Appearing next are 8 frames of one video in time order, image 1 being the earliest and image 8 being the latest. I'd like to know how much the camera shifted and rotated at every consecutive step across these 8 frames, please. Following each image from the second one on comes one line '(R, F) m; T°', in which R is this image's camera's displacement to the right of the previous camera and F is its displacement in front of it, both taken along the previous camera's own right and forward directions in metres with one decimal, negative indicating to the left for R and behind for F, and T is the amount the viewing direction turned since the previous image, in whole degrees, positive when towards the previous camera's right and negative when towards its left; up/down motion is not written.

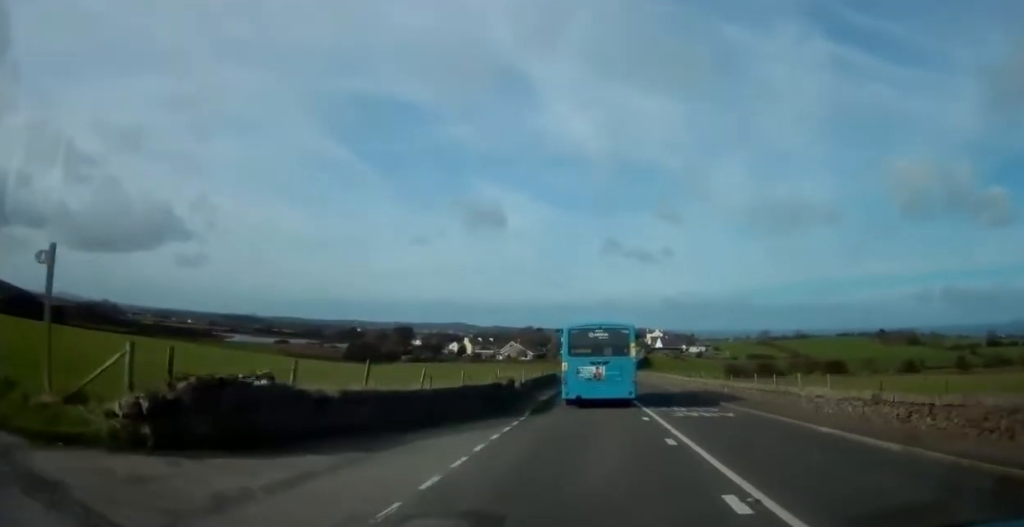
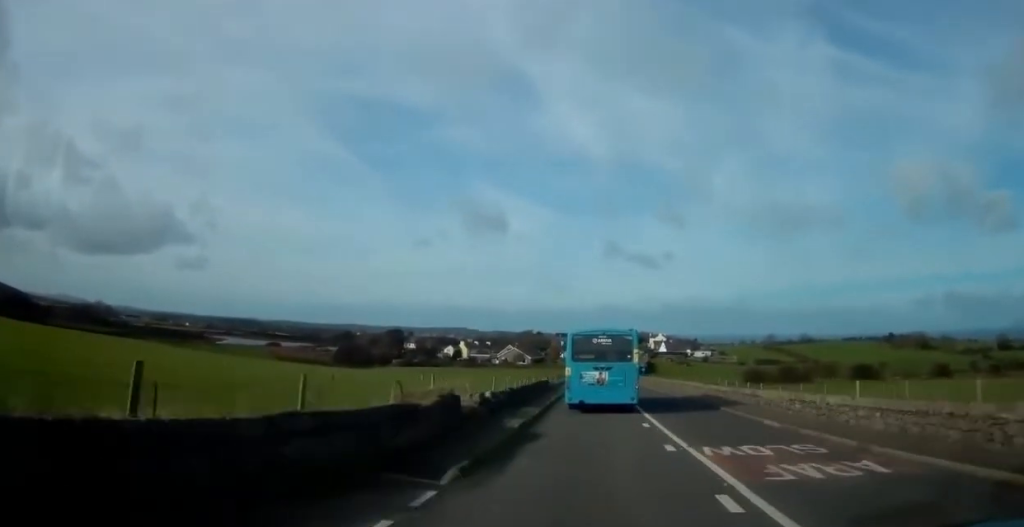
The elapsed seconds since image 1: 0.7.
(0.0, +11.1) m; +1°
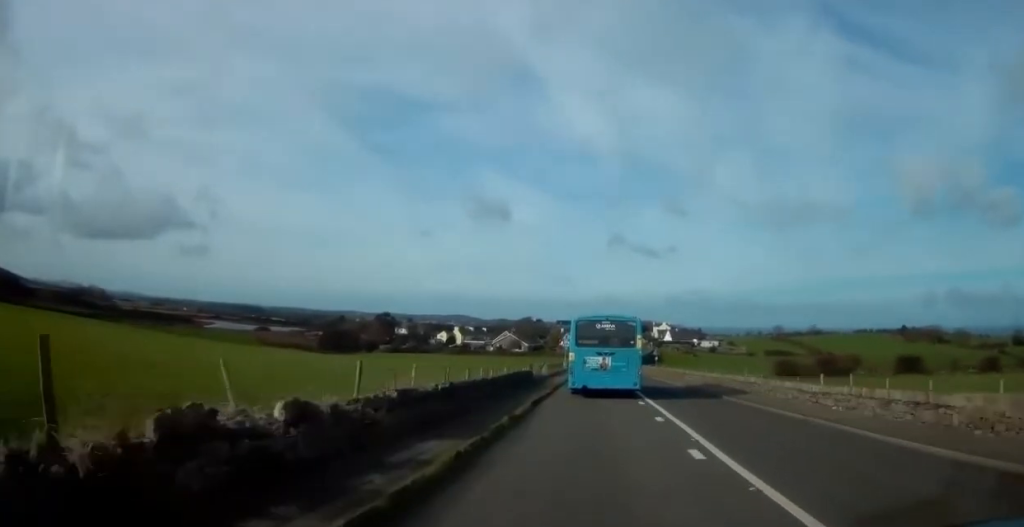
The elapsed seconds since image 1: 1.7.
(+0.2, +15.3) m; +1°
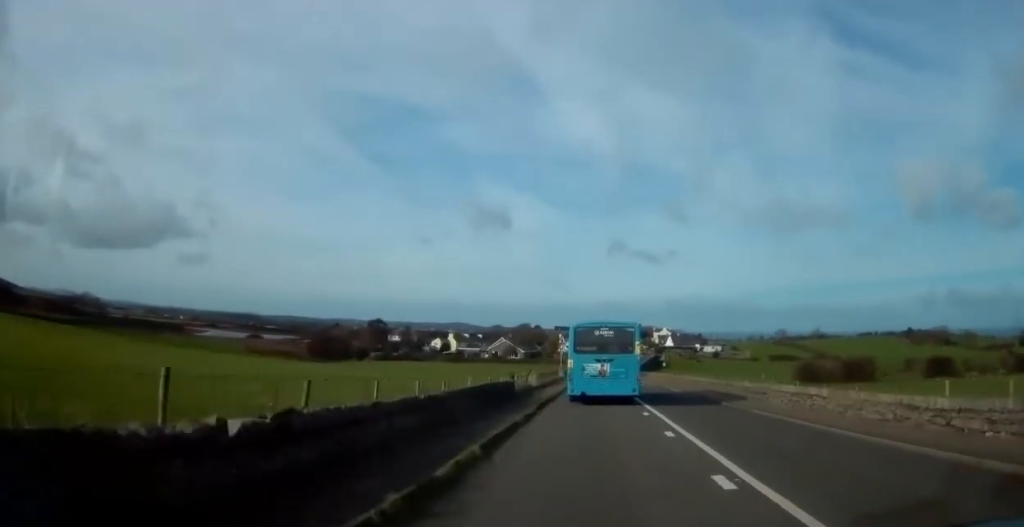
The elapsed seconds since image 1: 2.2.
(0.0, +7.8) m; 0°
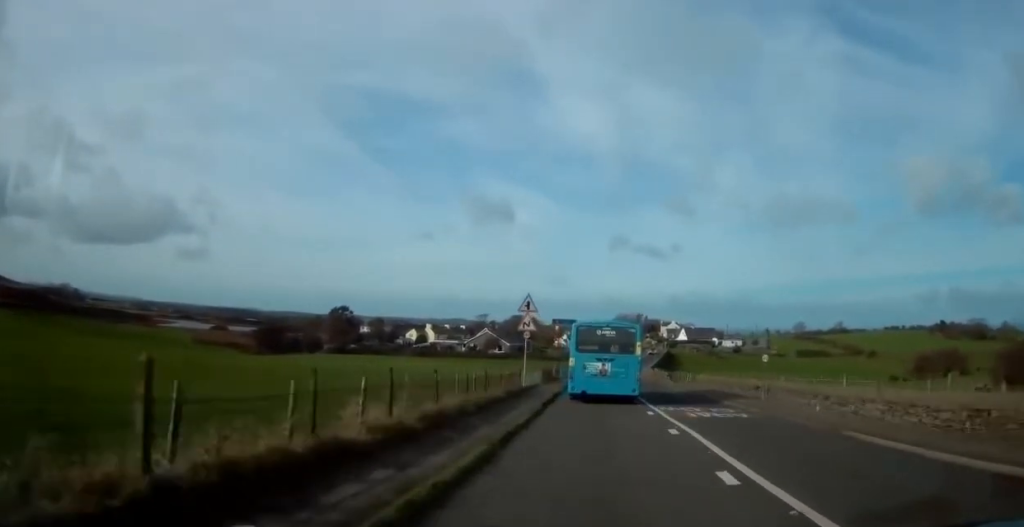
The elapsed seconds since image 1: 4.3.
(0.0, +35.7) m; 0°
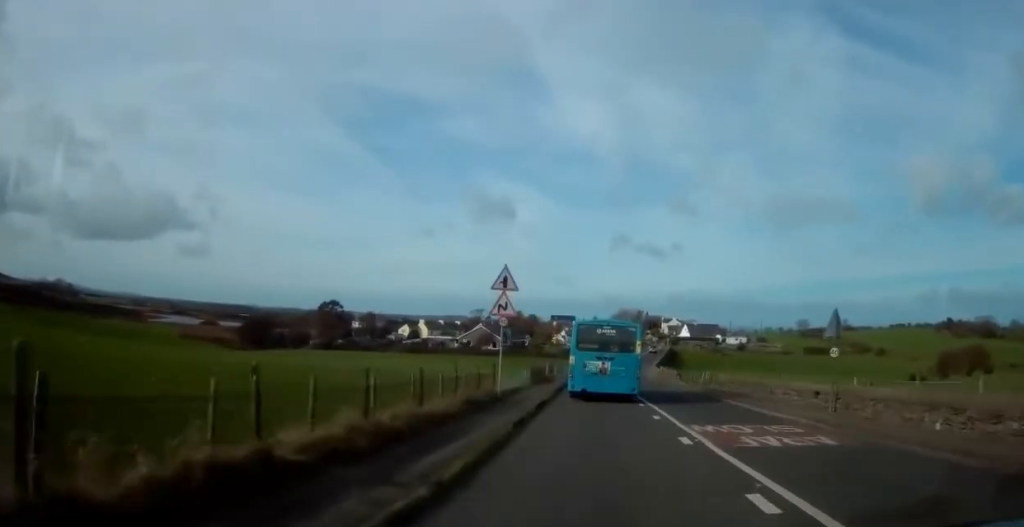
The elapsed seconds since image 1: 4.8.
(0.0, +8.0) m; 0°
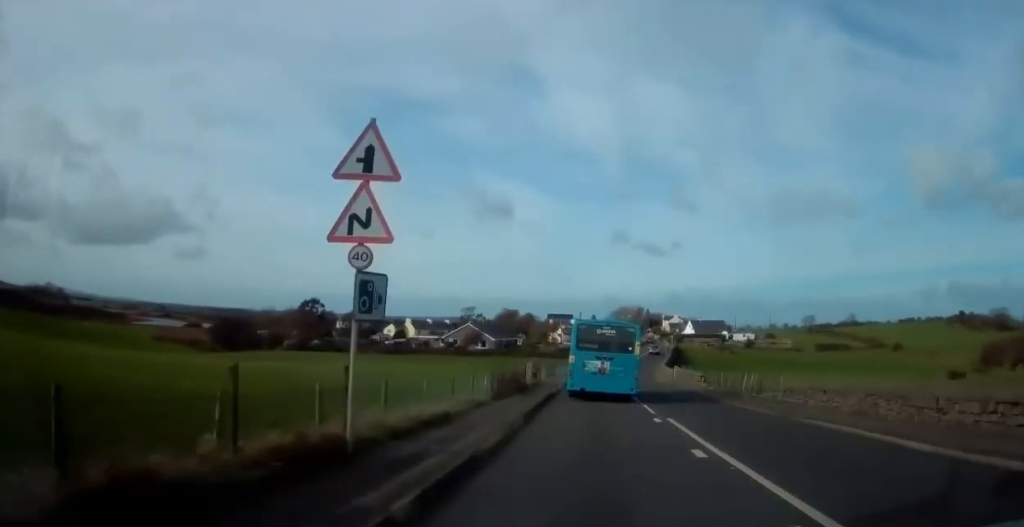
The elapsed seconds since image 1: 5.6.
(0.0, +13.4) m; -1°
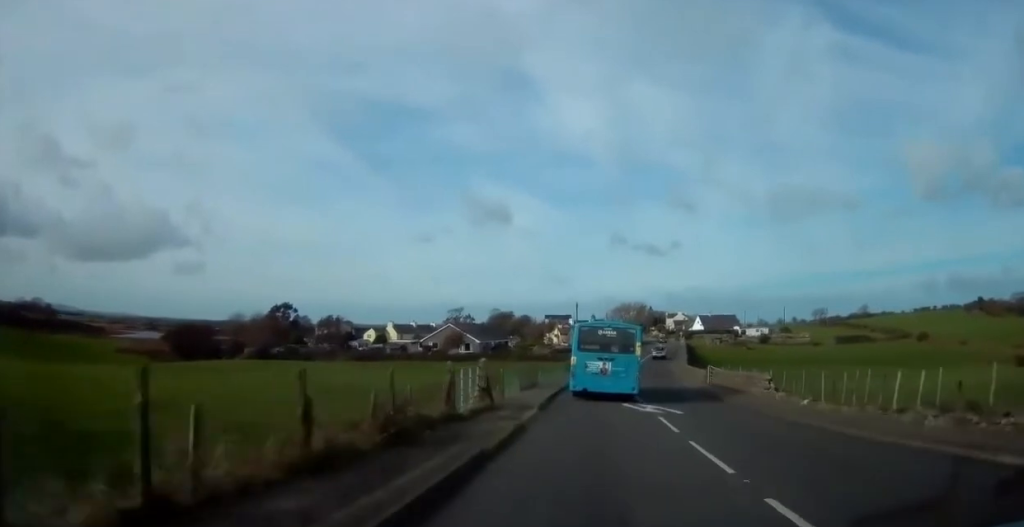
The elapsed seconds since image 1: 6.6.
(-0.2, +17.5) m; 0°
